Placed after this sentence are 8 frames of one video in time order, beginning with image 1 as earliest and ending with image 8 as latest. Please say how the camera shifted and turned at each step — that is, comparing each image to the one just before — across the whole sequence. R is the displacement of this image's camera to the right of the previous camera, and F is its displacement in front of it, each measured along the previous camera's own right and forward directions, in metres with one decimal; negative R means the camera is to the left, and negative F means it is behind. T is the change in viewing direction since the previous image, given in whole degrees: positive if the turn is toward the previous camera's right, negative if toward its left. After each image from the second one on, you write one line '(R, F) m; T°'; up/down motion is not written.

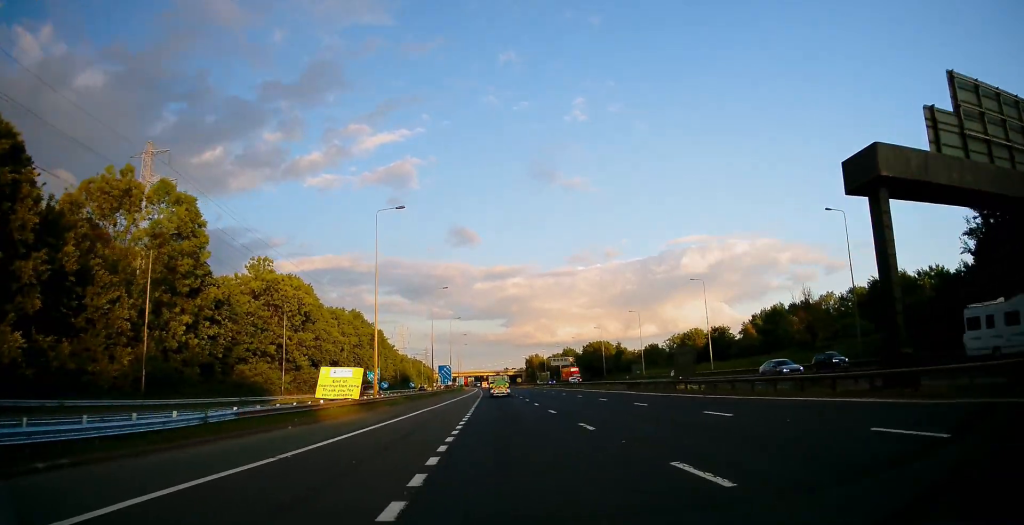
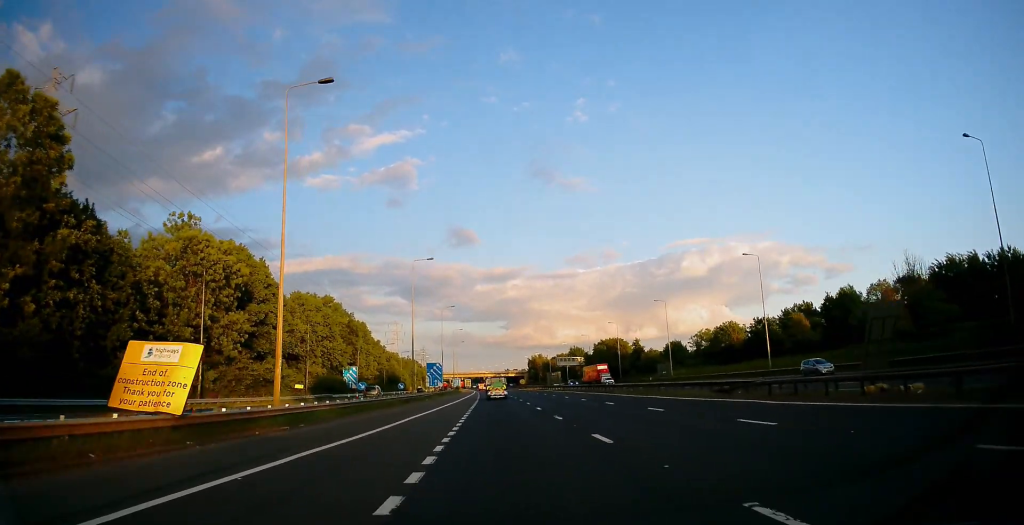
(-0.2, +20.1) m; 0°
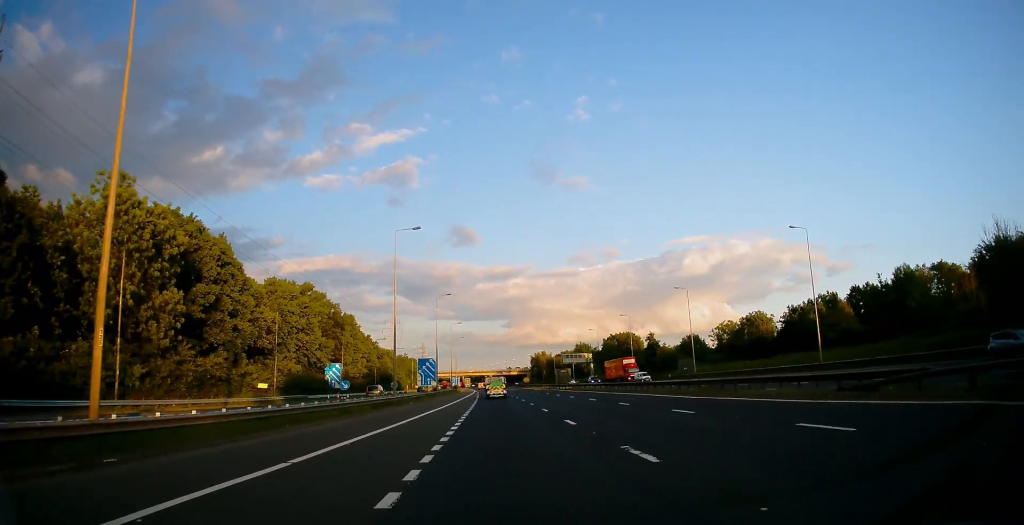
(-0.2, +12.7) m; 0°
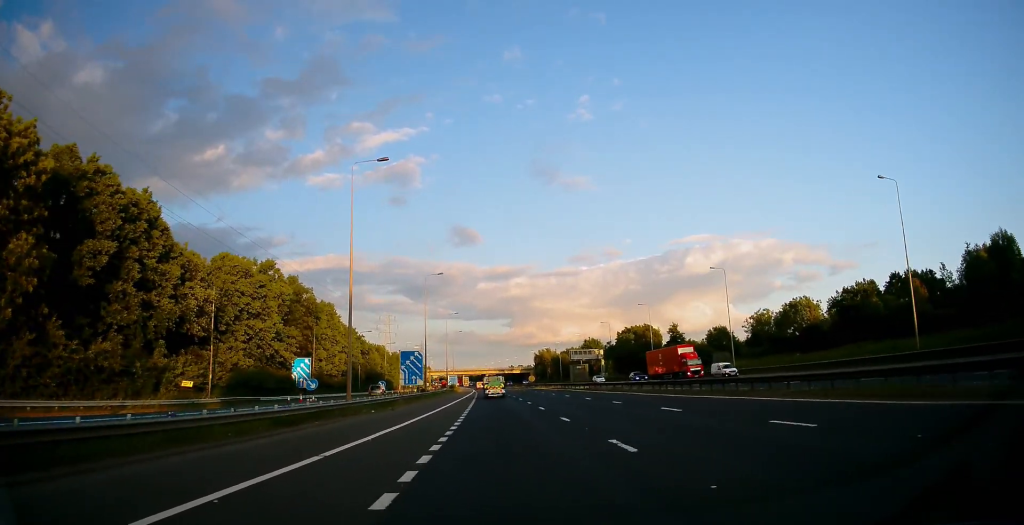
(+0.2, +15.8) m; +1°
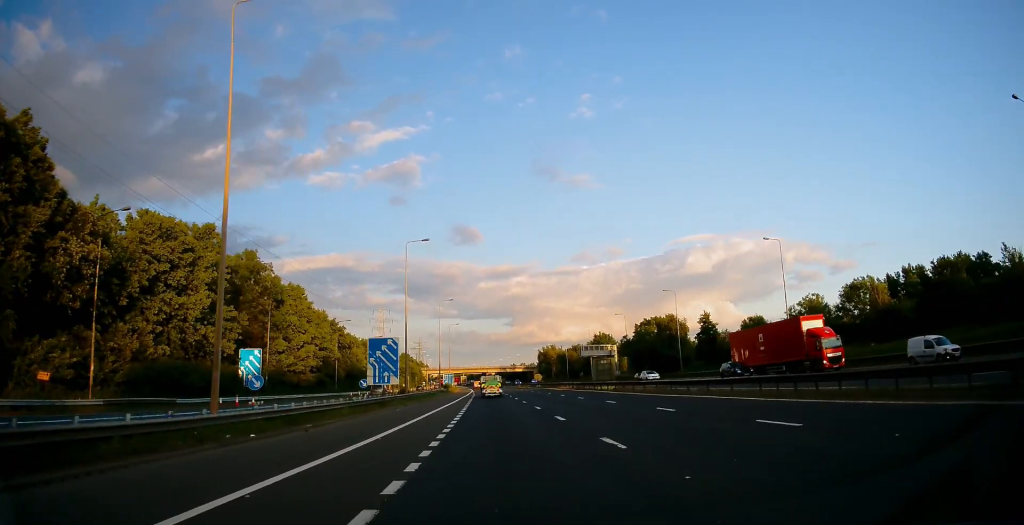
(+0.1, +16.9) m; 0°
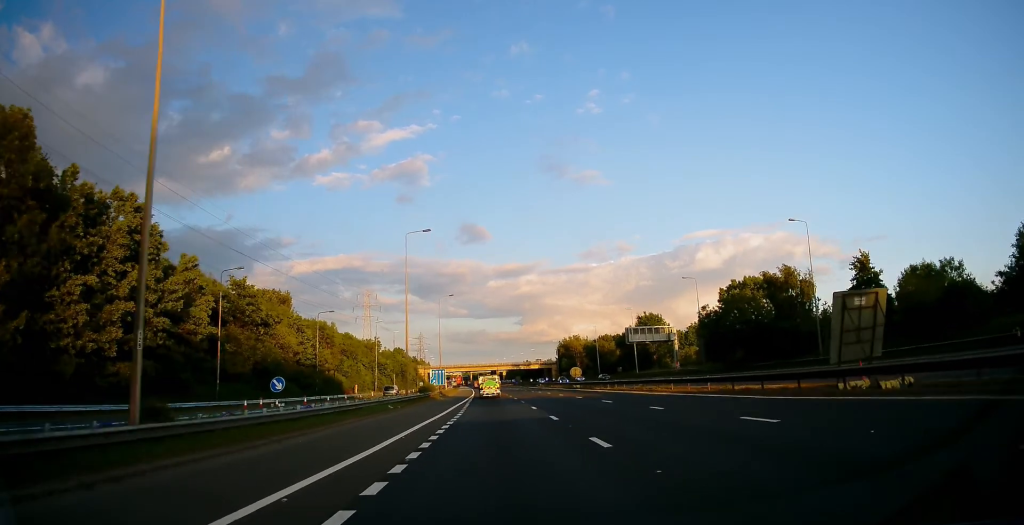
(-0.5, +42.8) m; -2°
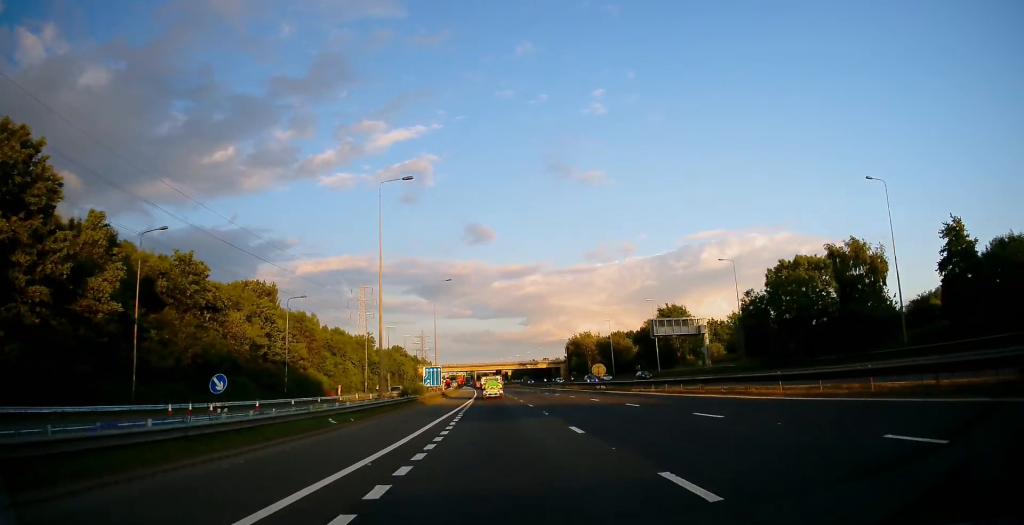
(-0.1, +12.4) m; -1°
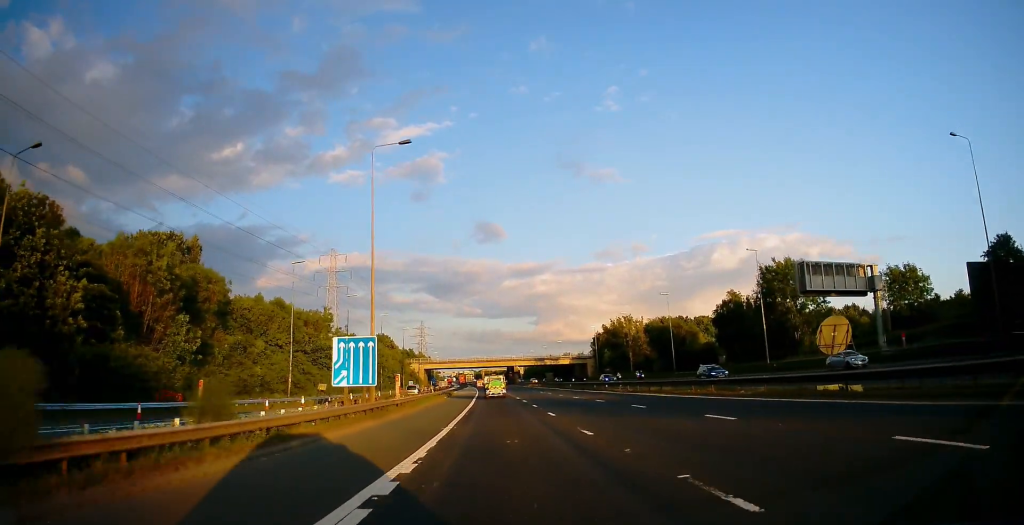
(-0.2, +41.8) m; 0°
